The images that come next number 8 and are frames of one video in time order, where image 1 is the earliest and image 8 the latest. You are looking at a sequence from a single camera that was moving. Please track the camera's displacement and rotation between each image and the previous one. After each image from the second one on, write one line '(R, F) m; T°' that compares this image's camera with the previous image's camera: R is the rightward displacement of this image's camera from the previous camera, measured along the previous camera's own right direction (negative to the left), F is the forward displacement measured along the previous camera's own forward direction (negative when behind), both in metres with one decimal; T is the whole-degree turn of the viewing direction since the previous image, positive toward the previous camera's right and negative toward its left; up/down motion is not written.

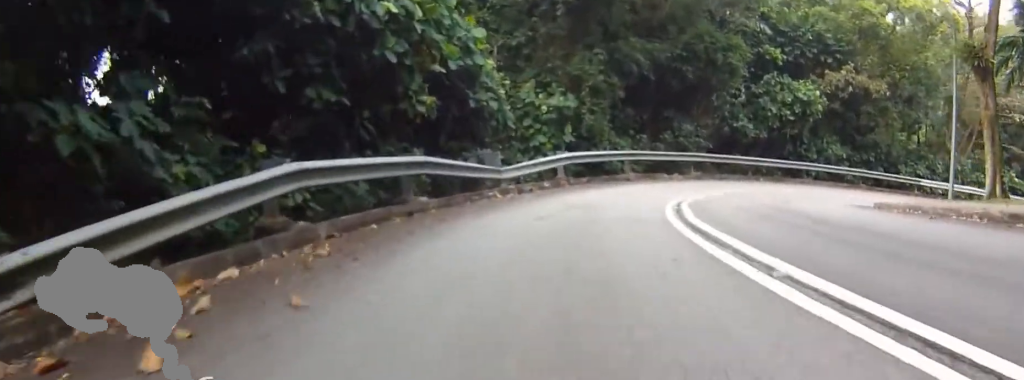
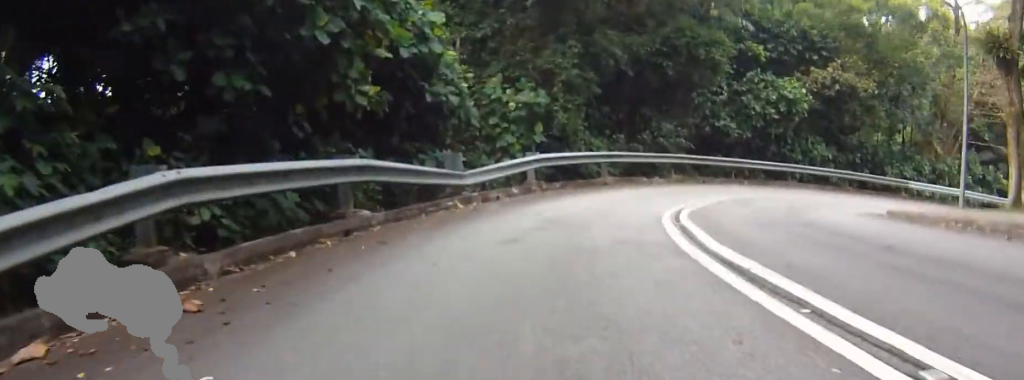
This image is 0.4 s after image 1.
(+0.1, +2.7) m; -4°
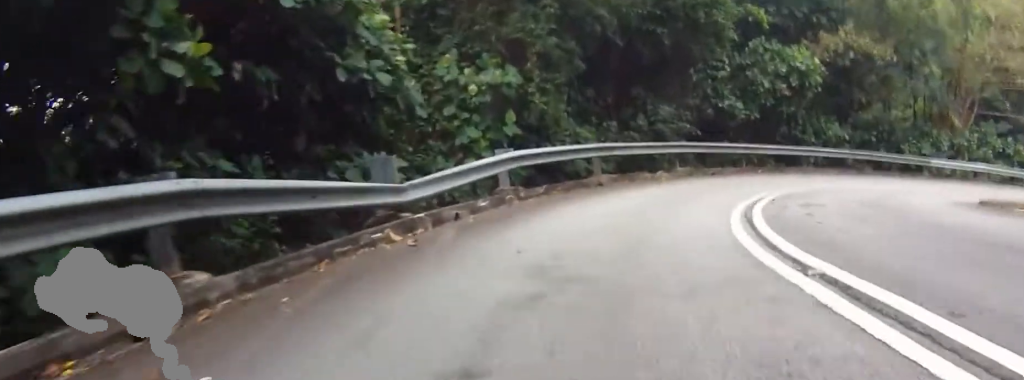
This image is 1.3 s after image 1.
(-0.7, +5.5) m; -7°
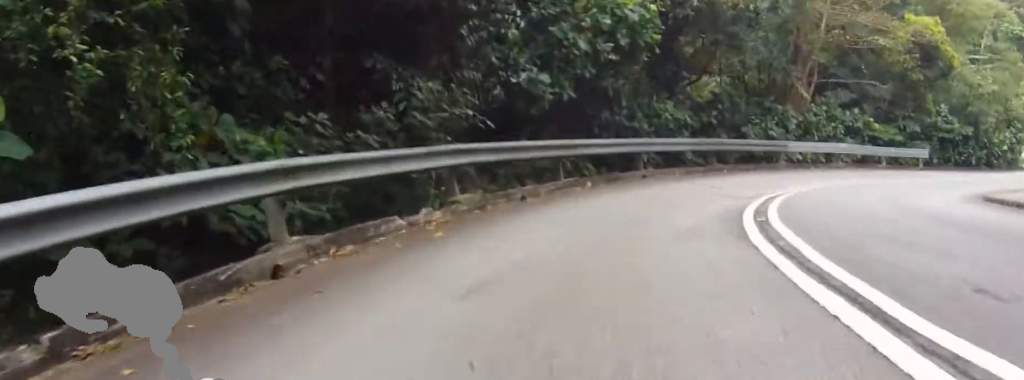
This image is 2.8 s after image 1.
(+1.0, +10.7) m; +16°
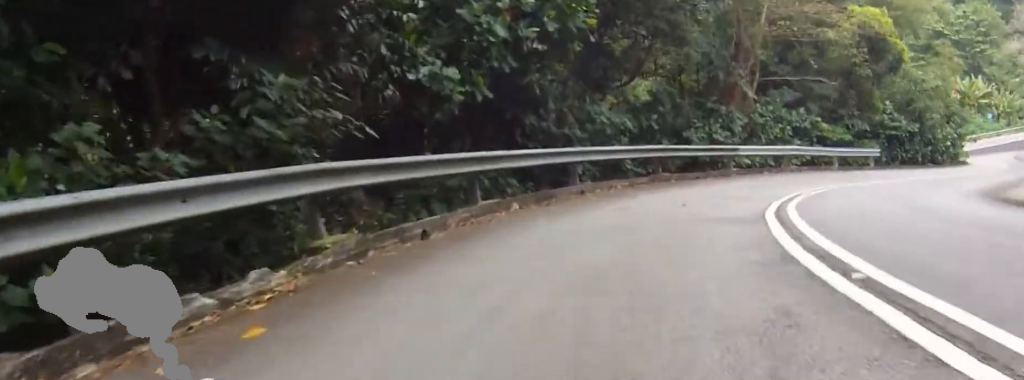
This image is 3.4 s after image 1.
(+0.2, +4.2) m; +9°
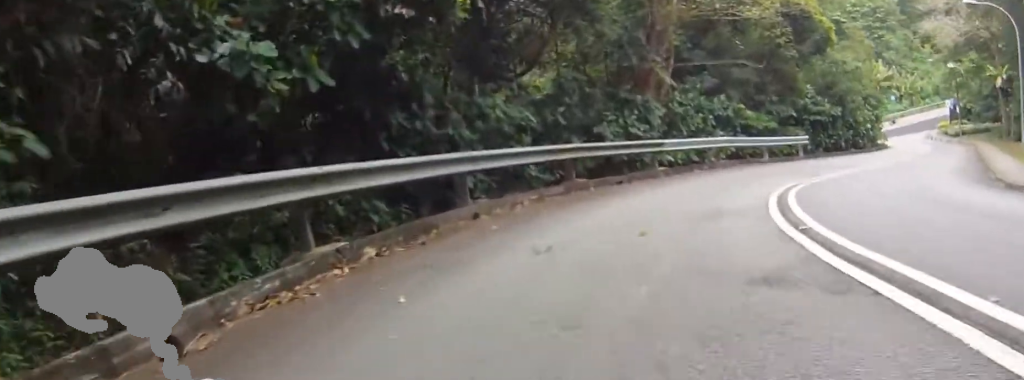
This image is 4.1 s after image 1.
(+0.6, +4.7) m; +2°
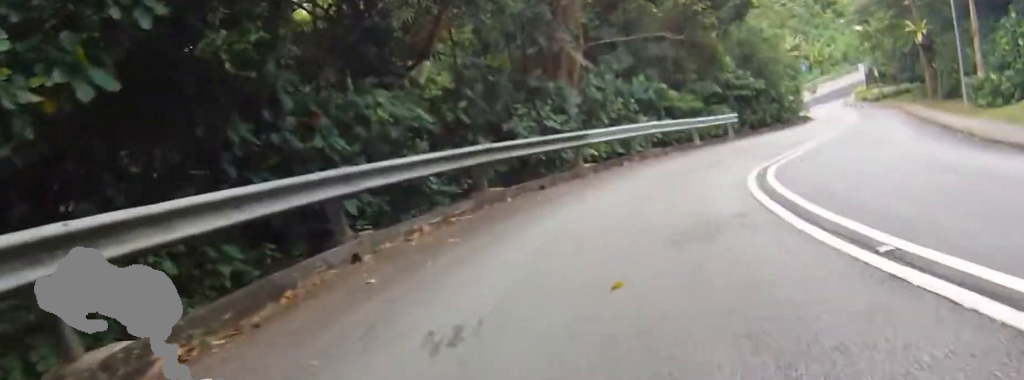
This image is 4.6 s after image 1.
(0.0, +2.8) m; +1°
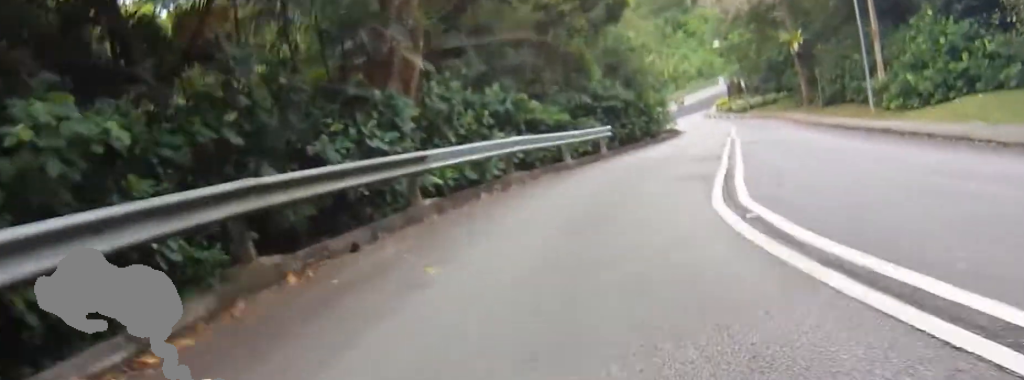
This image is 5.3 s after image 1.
(-0.4, +4.4) m; +1°
